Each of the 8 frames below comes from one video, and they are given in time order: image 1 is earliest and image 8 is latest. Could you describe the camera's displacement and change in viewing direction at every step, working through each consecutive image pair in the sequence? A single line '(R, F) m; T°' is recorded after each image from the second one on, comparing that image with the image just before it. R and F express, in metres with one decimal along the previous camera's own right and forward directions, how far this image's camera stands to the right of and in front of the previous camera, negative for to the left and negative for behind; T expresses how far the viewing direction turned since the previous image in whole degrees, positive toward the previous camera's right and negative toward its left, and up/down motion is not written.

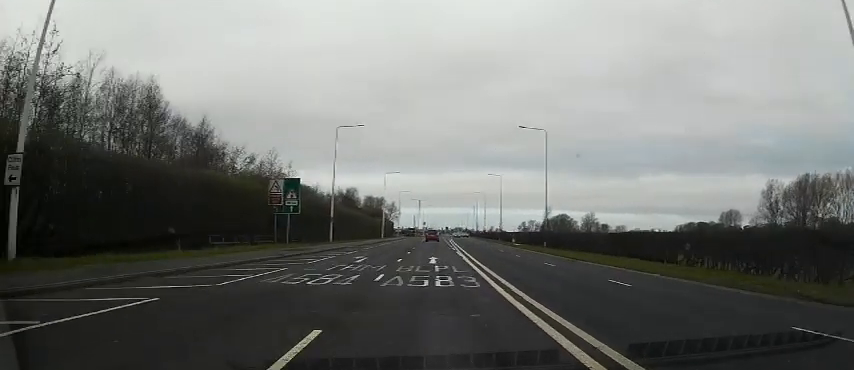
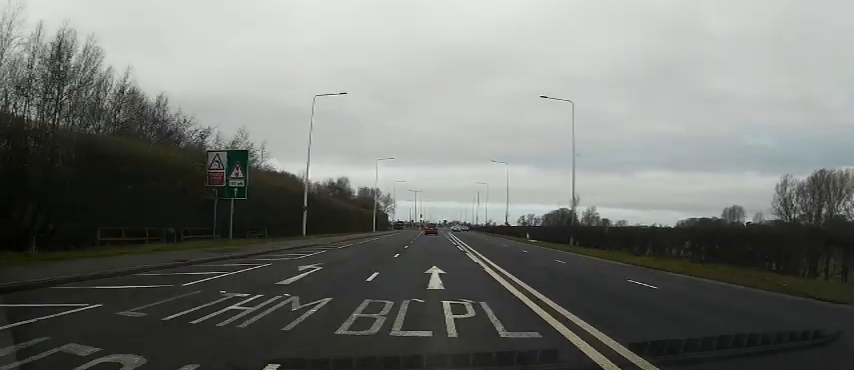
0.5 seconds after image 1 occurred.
(-0.1, +10.9) m; 0°
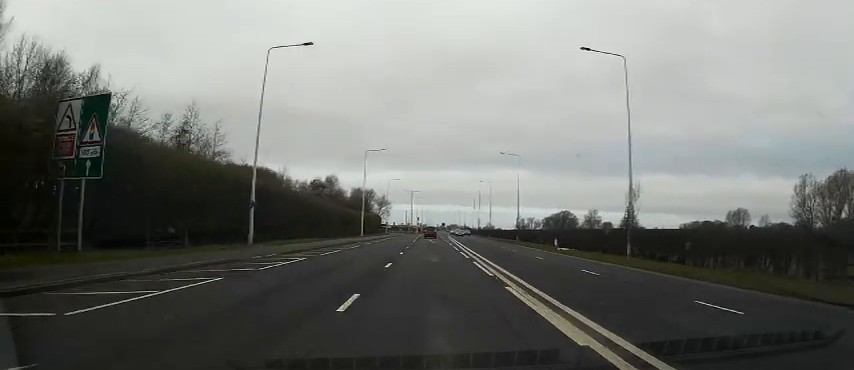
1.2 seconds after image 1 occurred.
(-0.3, +12.5) m; 0°
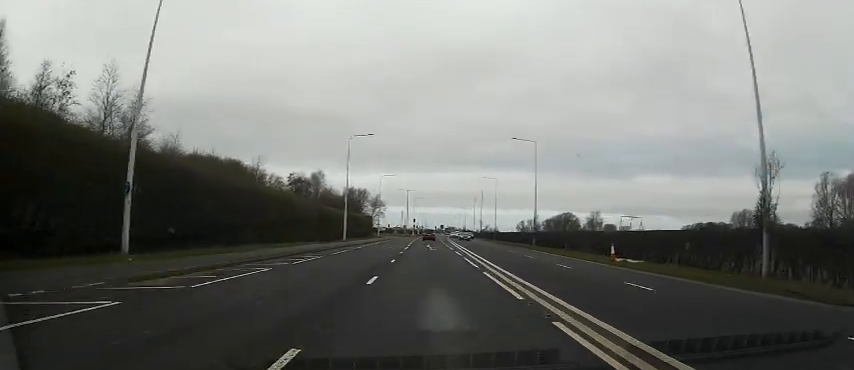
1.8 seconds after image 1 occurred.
(+0.3, +13.2) m; +1°
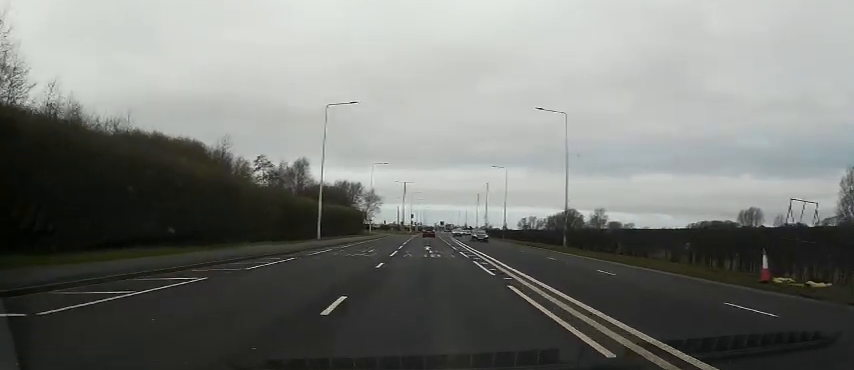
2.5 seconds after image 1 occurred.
(+0.1, +14.0) m; 0°
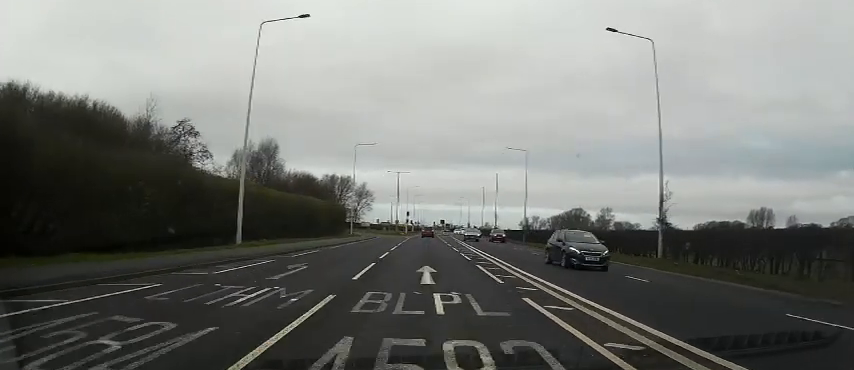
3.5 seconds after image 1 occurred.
(-0.2, +19.7) m; -1°
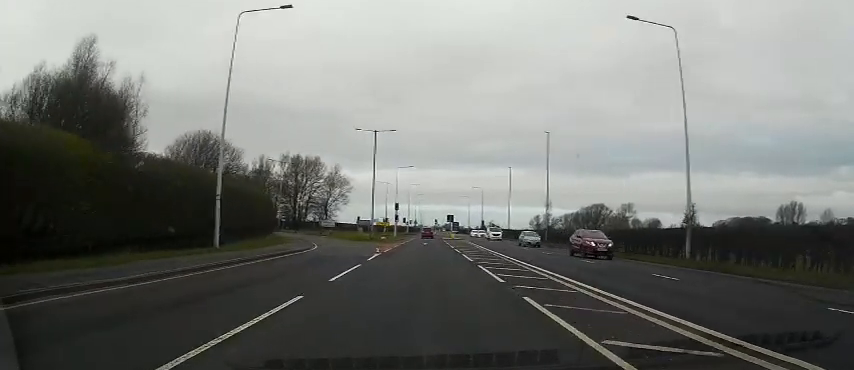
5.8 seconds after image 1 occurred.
(+0.5, +44.9) m; +1°
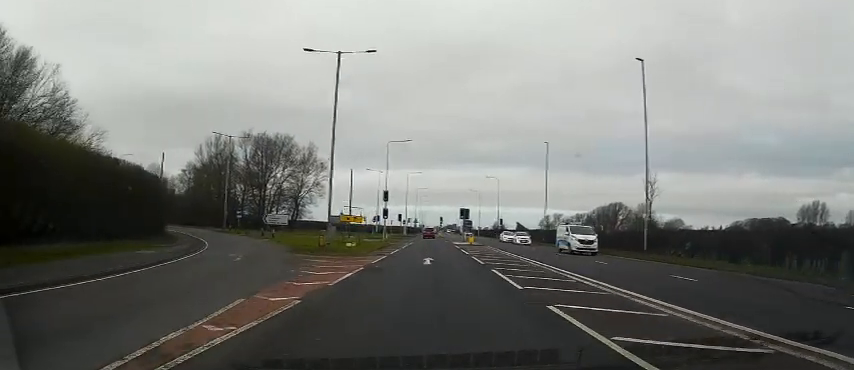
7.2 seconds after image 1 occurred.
(0.0, +25.8) m; 0°
